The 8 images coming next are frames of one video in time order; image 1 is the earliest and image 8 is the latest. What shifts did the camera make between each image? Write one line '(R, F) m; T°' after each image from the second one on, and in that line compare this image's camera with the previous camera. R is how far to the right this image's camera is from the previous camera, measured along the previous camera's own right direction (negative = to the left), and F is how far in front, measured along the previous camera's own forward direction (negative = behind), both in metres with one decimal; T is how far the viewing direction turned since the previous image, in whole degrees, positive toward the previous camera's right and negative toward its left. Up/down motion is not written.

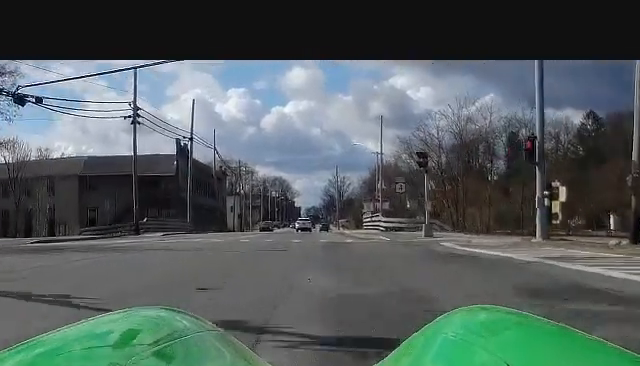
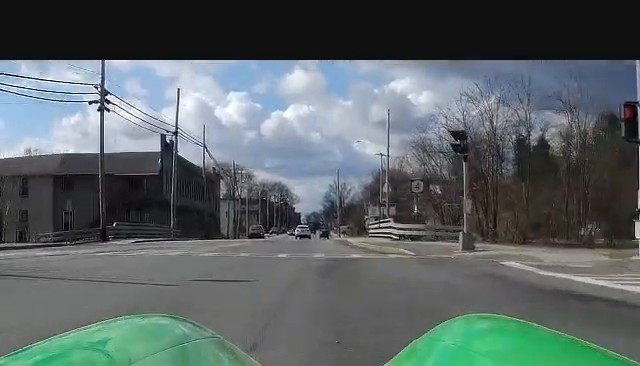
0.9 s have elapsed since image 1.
(0.0, +9.8) m; 0°
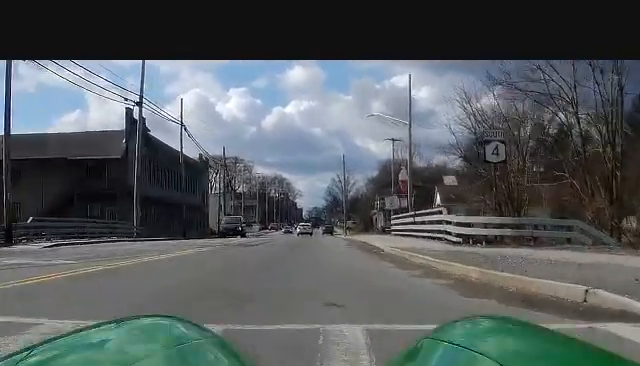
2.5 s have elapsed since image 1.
(0.0, +16.4) m; 0°
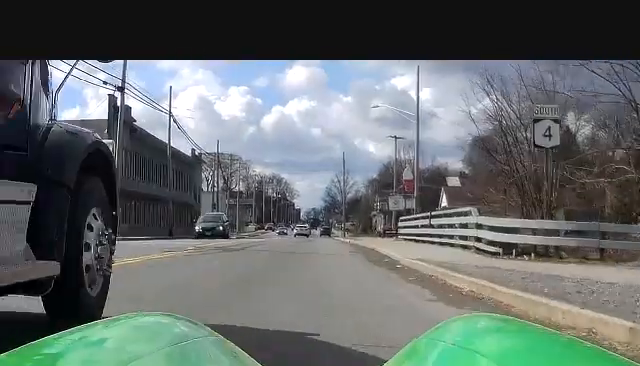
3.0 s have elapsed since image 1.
(0.0, +3.9) m; 0°
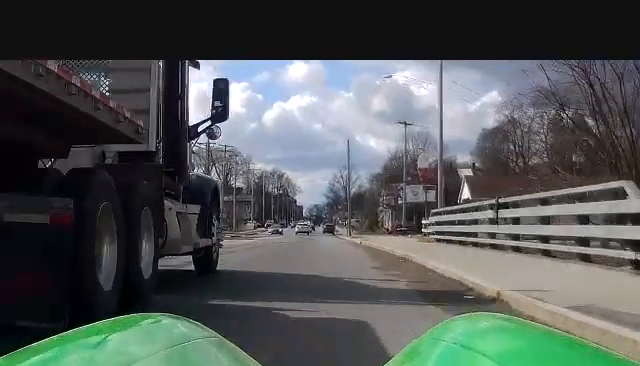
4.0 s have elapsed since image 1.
(0.0, +8.6) m; 0°
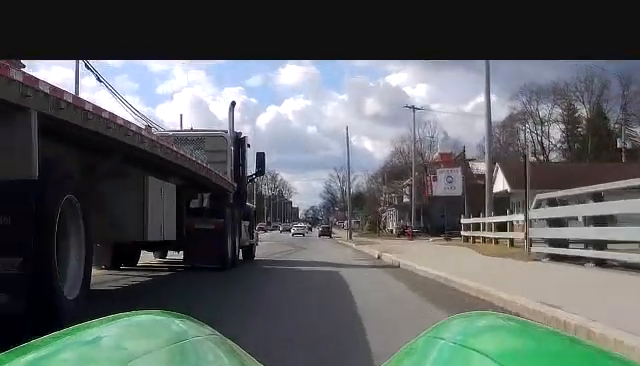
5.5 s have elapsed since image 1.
(0.0, +14.0) m; 0°
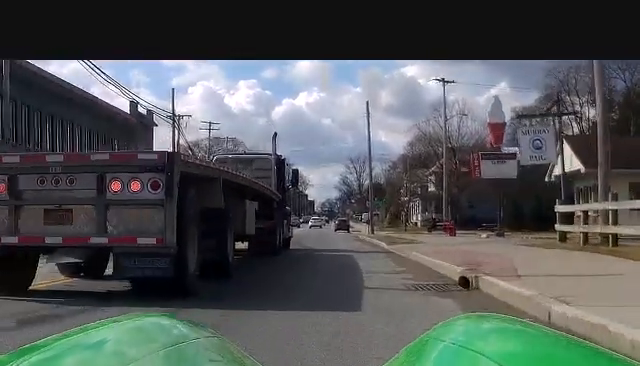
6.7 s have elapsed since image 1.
(0.0, +11.3) m; -1°
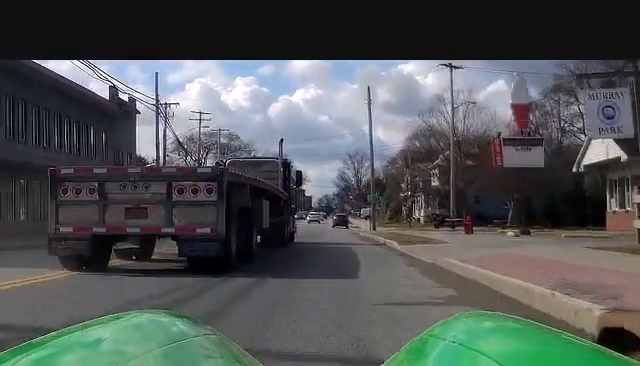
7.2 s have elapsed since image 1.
(0.0, +5.5) m; -1°
